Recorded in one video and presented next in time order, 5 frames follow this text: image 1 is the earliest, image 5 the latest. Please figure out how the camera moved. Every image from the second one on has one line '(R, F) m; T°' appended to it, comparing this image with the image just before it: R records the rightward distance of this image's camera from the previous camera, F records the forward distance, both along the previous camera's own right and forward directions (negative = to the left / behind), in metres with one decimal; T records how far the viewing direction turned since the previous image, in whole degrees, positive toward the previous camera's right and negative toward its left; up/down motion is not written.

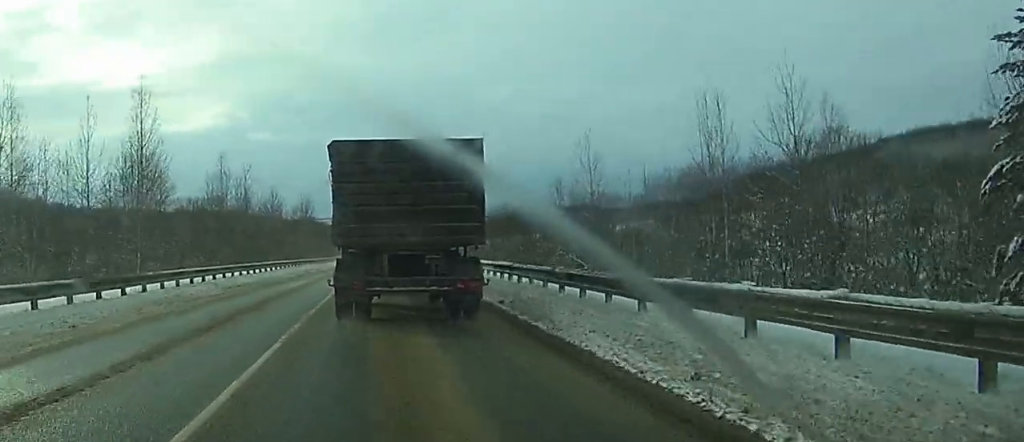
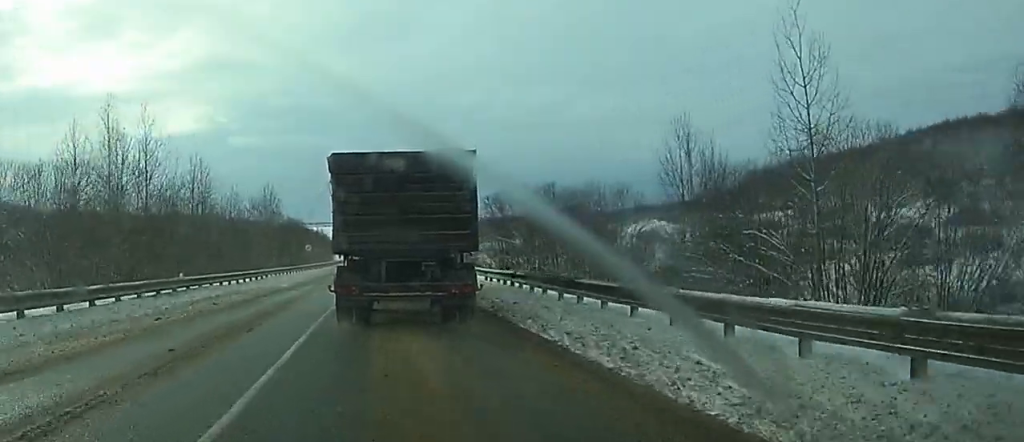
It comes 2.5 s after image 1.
(+0.6, +35.0) m; +2°
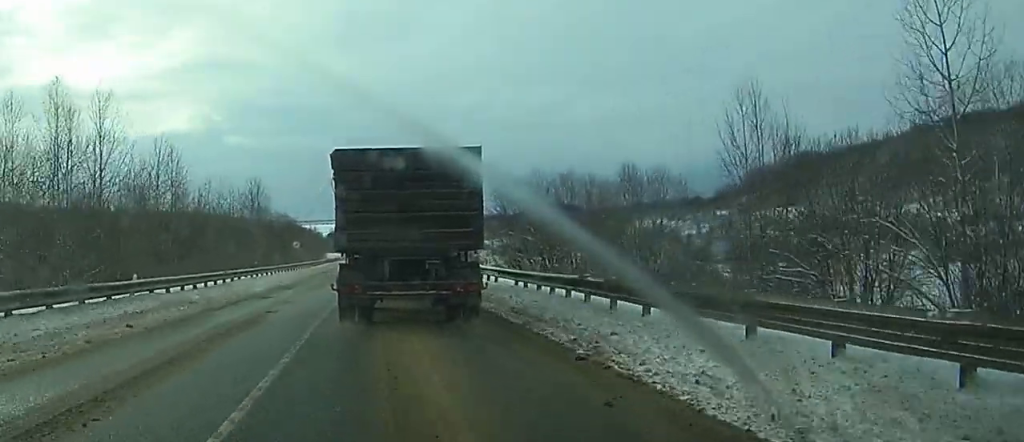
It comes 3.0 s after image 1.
(+0.1, +8.1) m; +1°
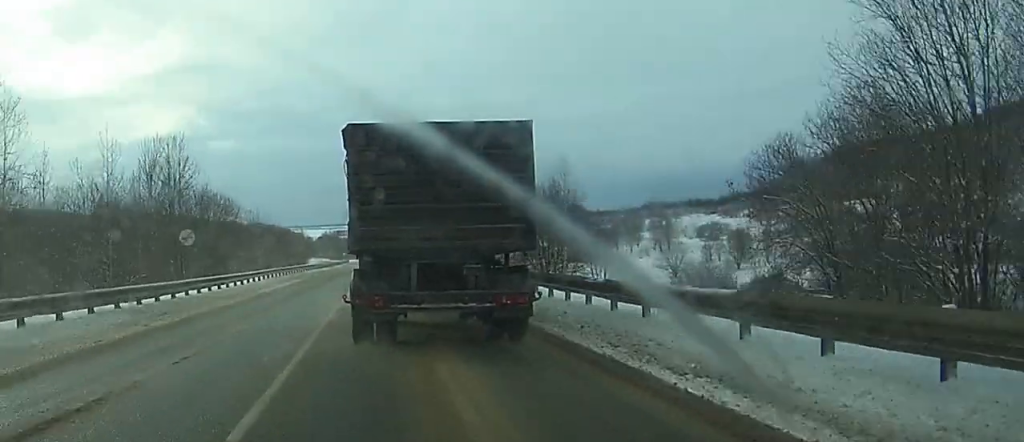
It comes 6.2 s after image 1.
(+2.1, +45.9) m; +4°
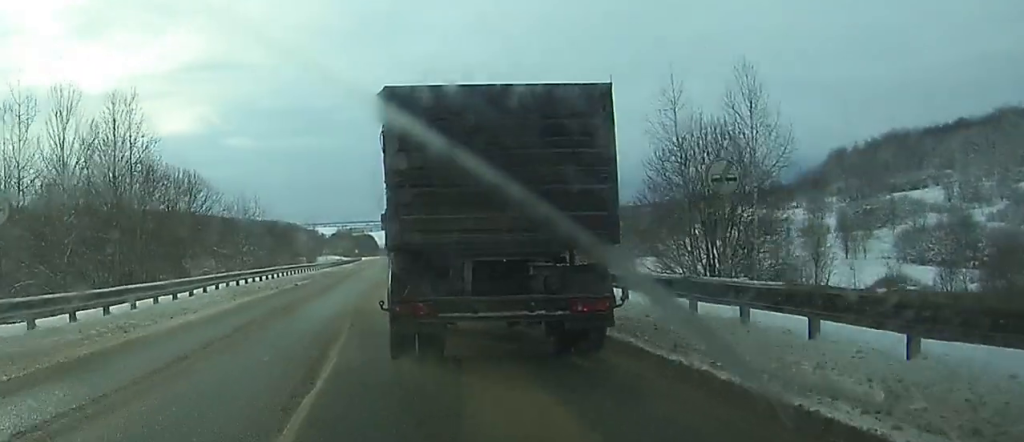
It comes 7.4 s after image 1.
(-0.1, +19.1) m; 0°
